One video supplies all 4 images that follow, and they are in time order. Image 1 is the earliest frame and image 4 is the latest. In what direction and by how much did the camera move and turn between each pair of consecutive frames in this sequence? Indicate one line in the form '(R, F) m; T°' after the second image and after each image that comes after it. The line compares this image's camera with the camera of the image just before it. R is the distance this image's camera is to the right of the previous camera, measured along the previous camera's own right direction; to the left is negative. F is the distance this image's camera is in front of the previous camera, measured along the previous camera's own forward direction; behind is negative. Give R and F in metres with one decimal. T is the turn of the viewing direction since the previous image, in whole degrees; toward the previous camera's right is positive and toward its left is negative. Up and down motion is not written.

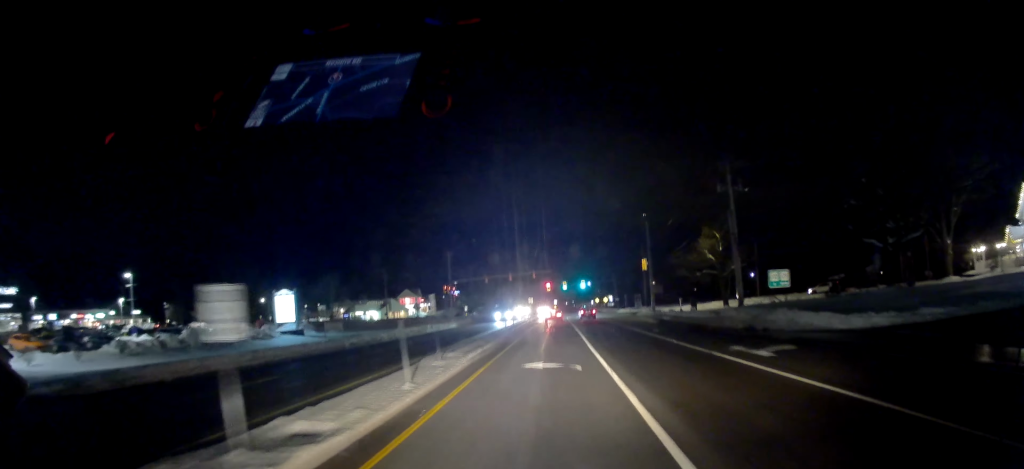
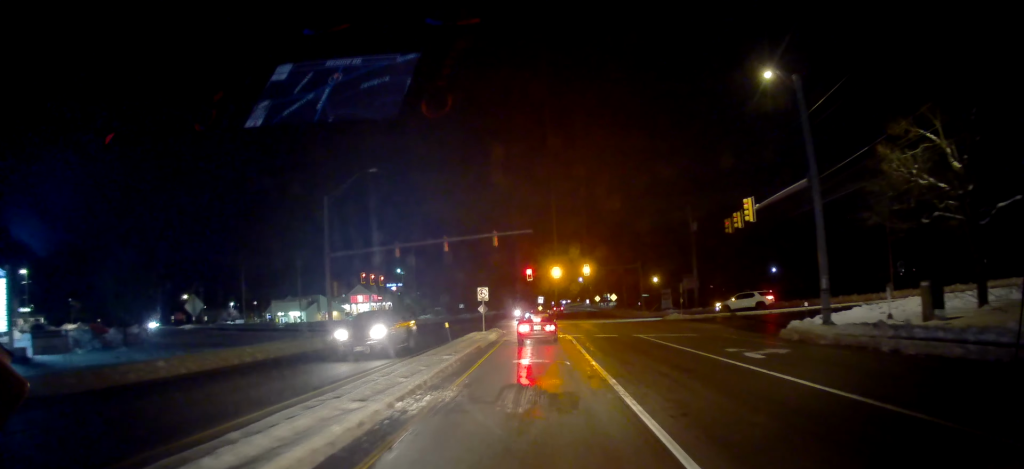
(+0.6, +52.3) m; +1°
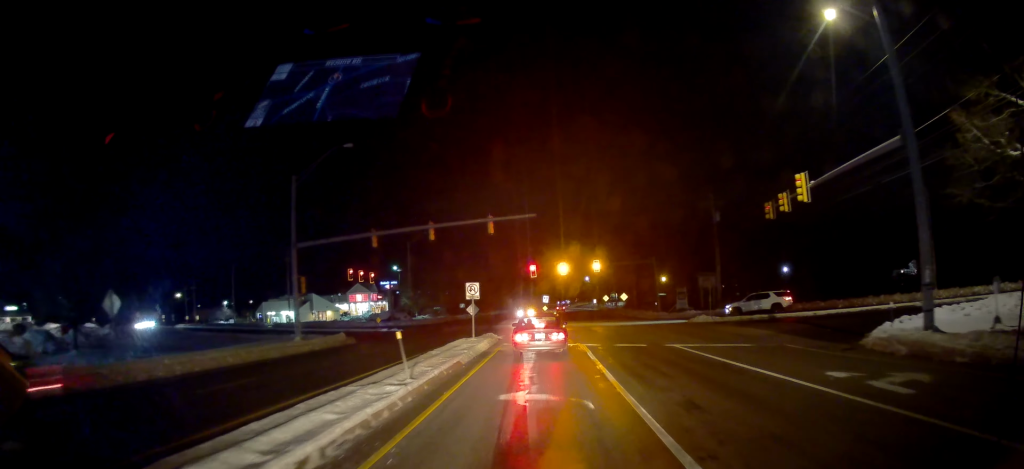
(-0.4, +8.8) m; -1°
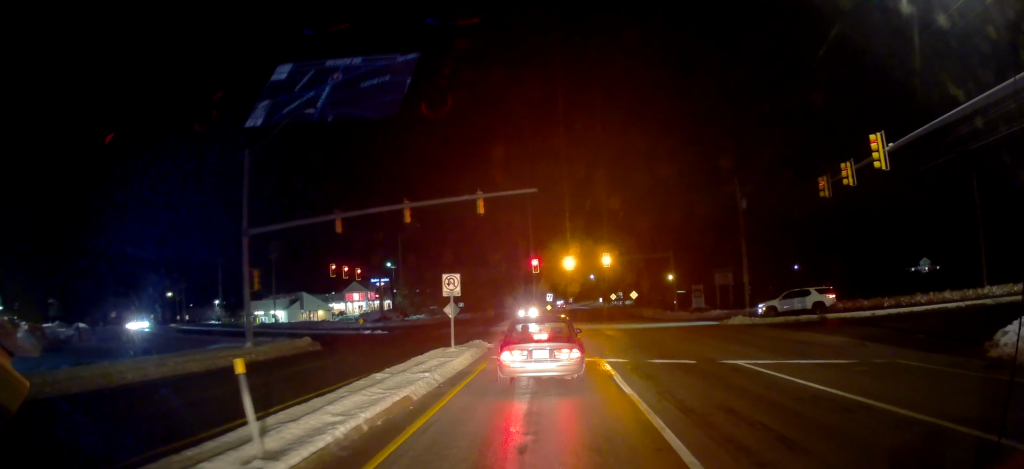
(+0.1, +8.8) m; -2°
